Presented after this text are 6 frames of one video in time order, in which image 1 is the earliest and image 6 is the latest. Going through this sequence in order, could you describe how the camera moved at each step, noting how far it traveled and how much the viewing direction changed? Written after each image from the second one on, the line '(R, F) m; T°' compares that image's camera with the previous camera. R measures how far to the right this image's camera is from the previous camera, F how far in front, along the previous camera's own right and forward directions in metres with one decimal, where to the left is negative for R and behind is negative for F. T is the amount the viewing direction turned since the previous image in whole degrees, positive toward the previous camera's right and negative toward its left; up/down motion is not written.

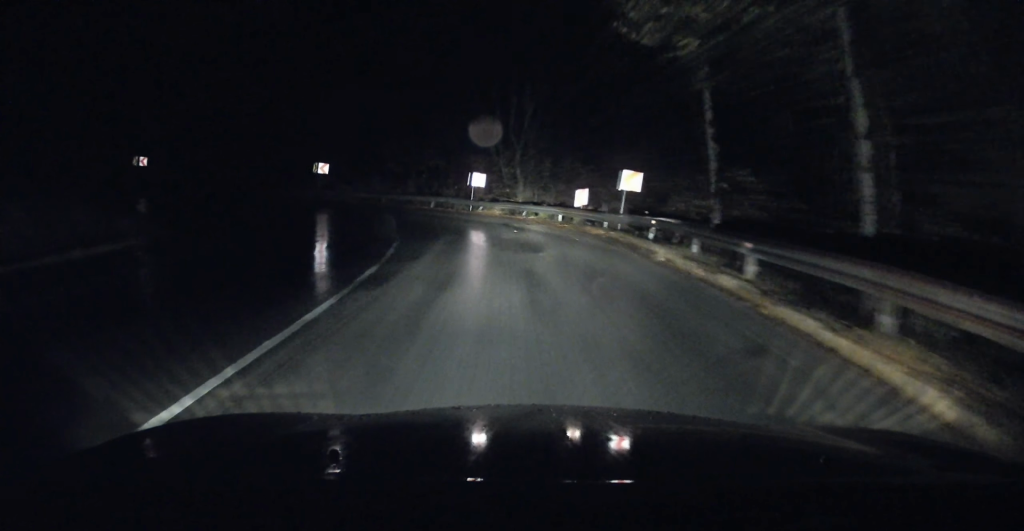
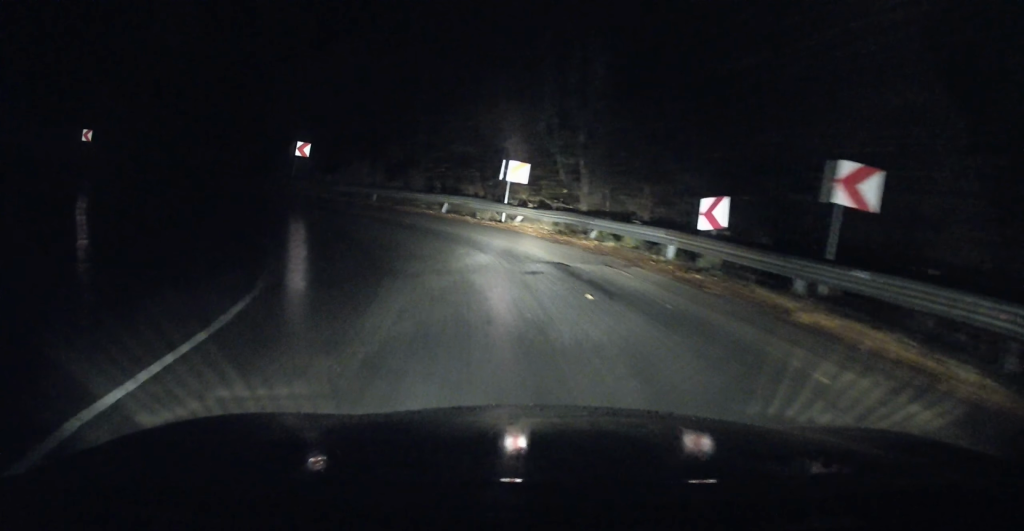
(-0.4, +13.6) m; -4°
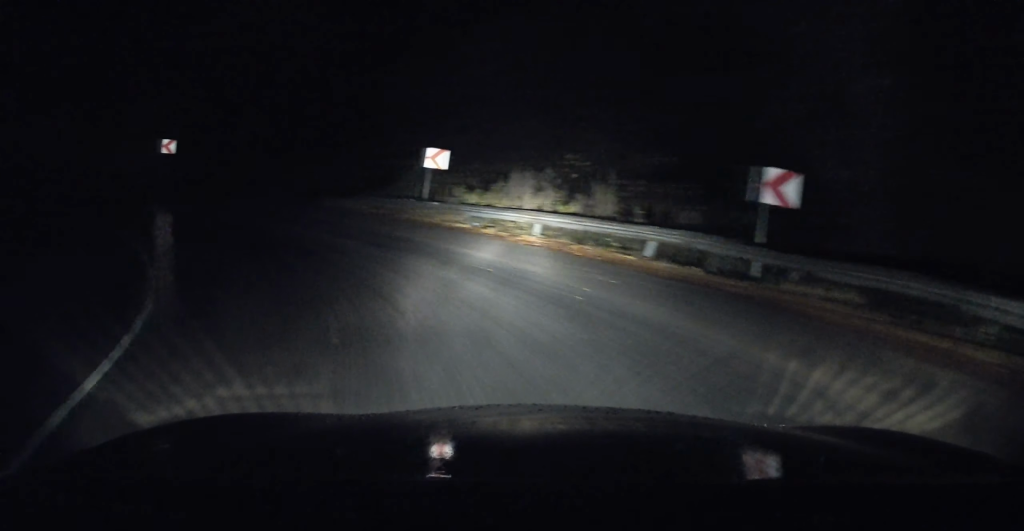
(-0.4, +9.5) m; -9°
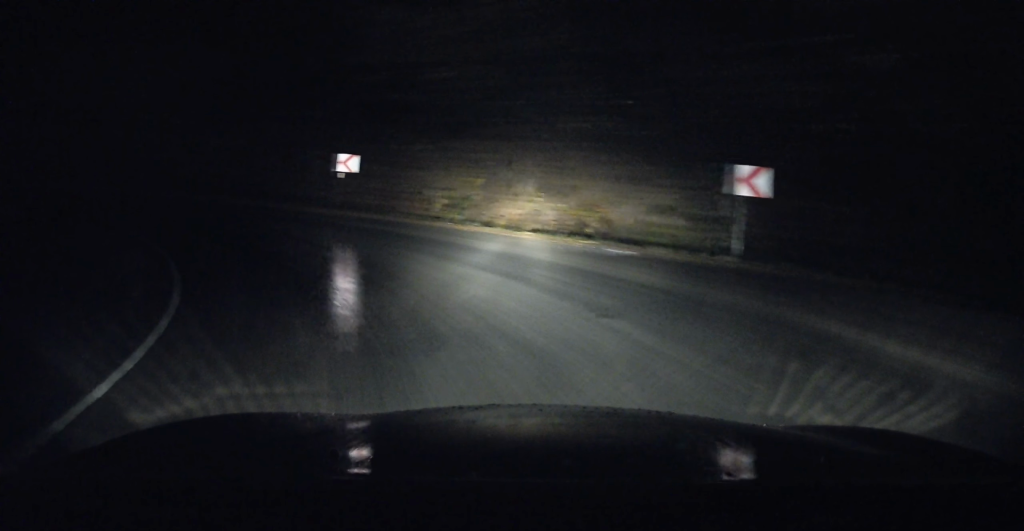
(-6.3, +14.5) m; -54°
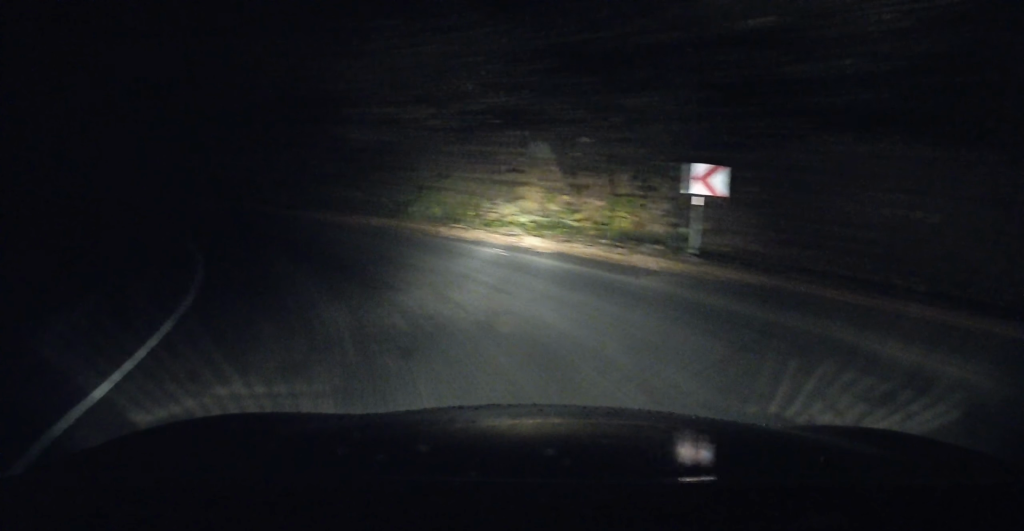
(-2.9, +9.3) m; -26°
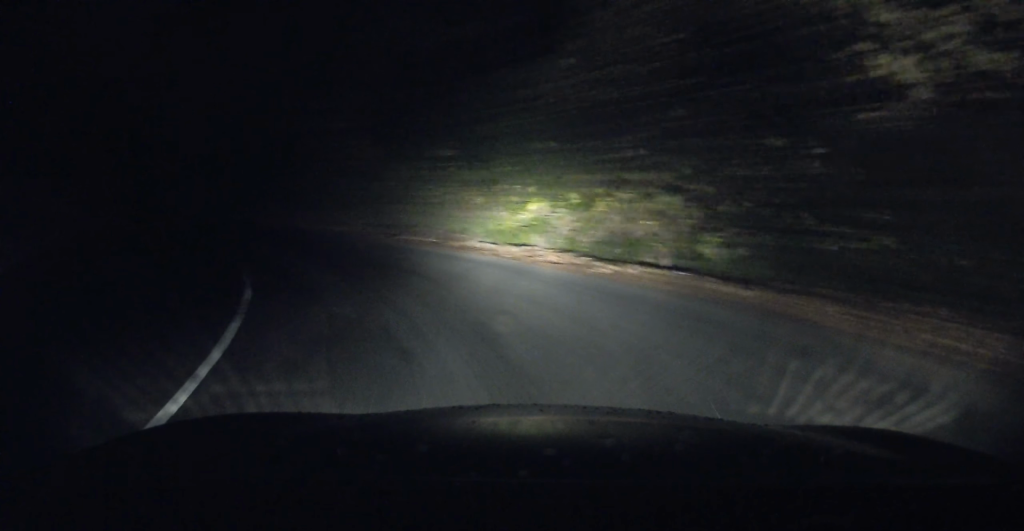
(-2.2, +13.1) m; -28°
